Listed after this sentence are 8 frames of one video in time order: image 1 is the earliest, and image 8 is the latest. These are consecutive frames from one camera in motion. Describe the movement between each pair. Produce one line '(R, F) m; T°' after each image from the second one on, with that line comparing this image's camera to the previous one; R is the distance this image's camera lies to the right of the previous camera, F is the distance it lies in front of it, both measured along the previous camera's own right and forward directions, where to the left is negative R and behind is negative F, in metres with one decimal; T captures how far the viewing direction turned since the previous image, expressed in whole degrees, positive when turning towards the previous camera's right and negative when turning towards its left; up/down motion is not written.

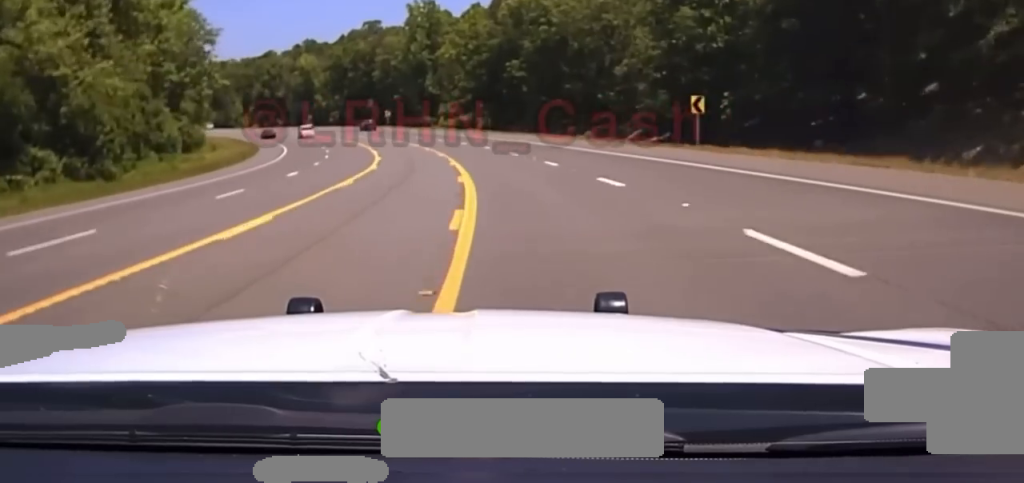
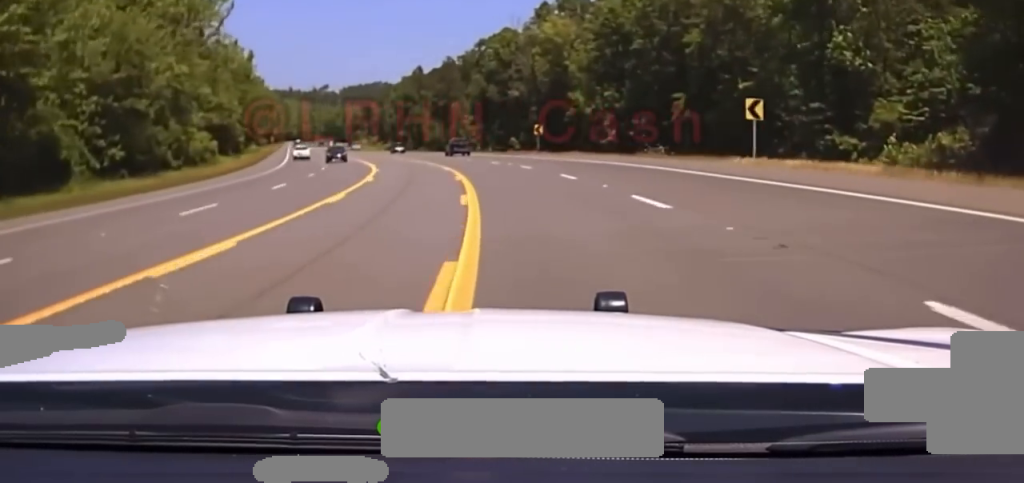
(-20.0, +110.4) m; -20°
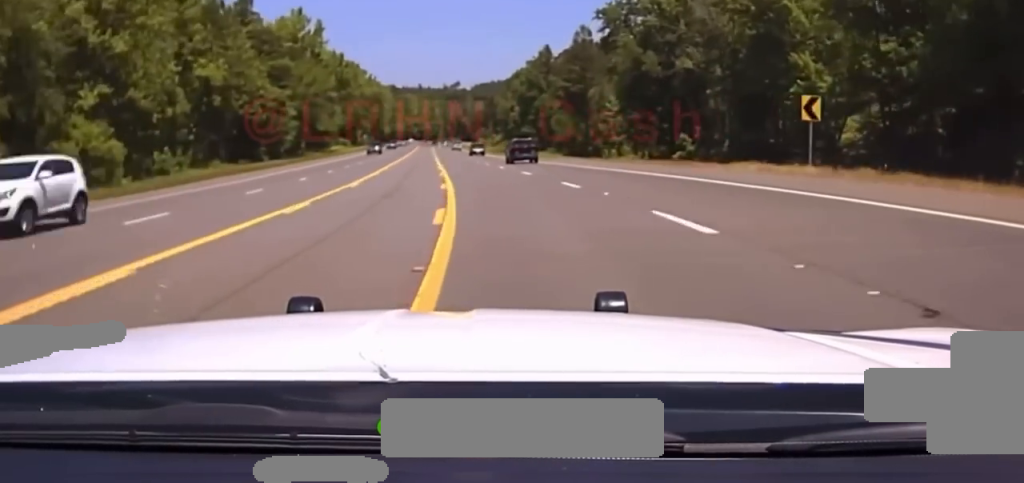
(-4.6, +55.0) m; -9°
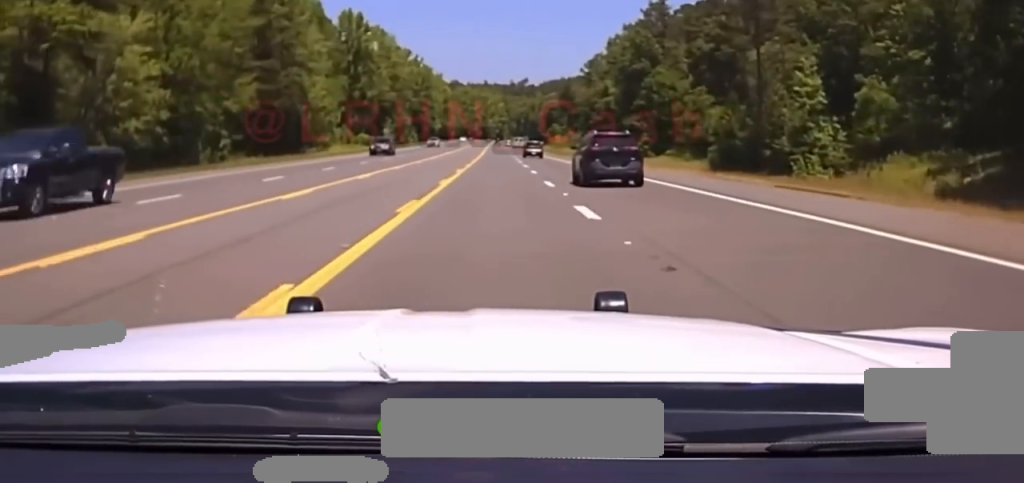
(-6.8, +80.4) m; -7°
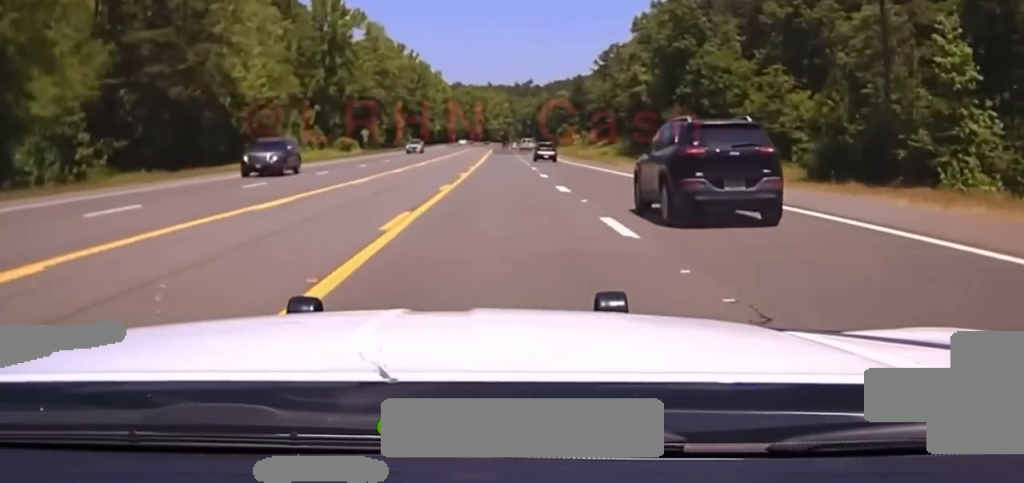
(-0.4, +29.8) m; -1°
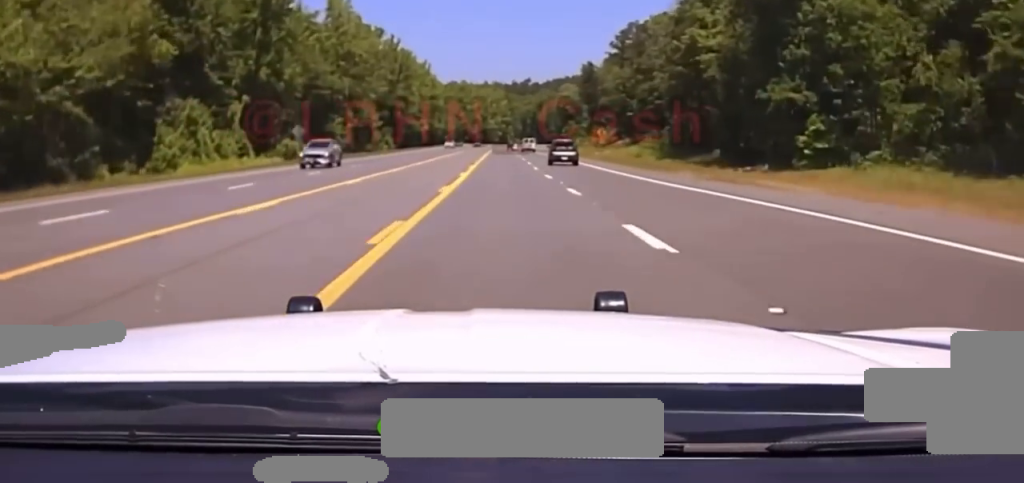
(-0.2, +39.6) m; 0°
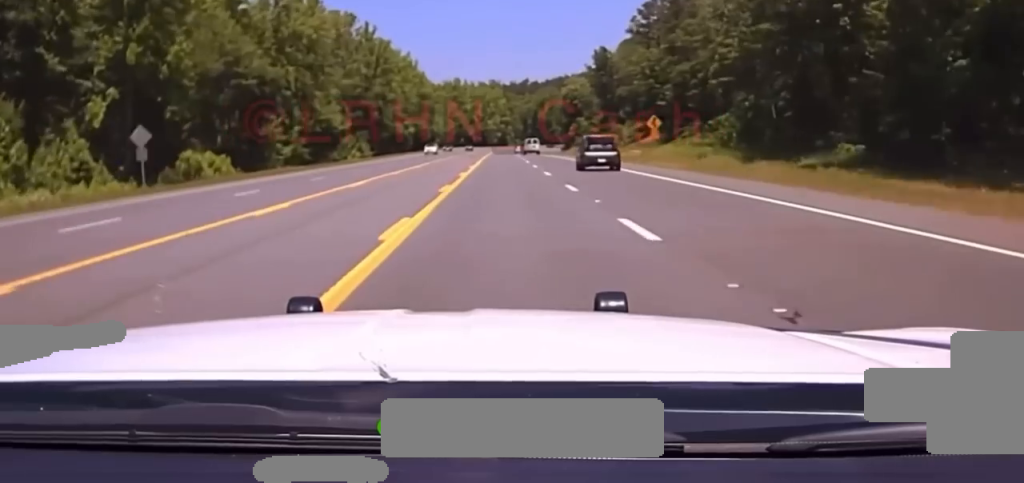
(-0.1, +34.0) m; 0°
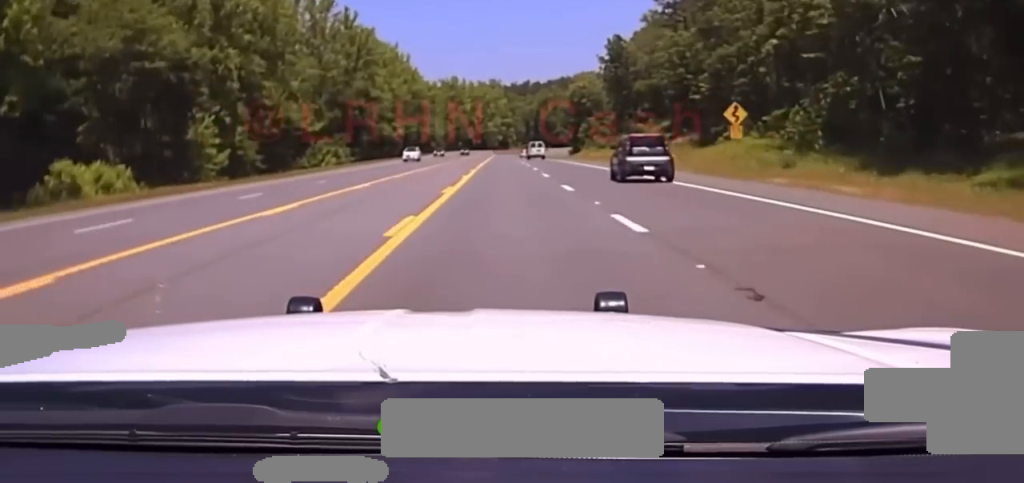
(0.0, +20.6) m; 0°
